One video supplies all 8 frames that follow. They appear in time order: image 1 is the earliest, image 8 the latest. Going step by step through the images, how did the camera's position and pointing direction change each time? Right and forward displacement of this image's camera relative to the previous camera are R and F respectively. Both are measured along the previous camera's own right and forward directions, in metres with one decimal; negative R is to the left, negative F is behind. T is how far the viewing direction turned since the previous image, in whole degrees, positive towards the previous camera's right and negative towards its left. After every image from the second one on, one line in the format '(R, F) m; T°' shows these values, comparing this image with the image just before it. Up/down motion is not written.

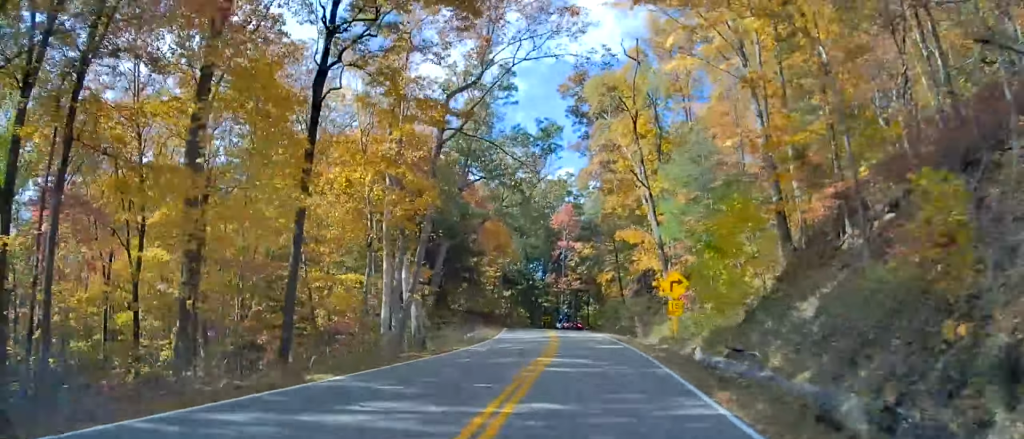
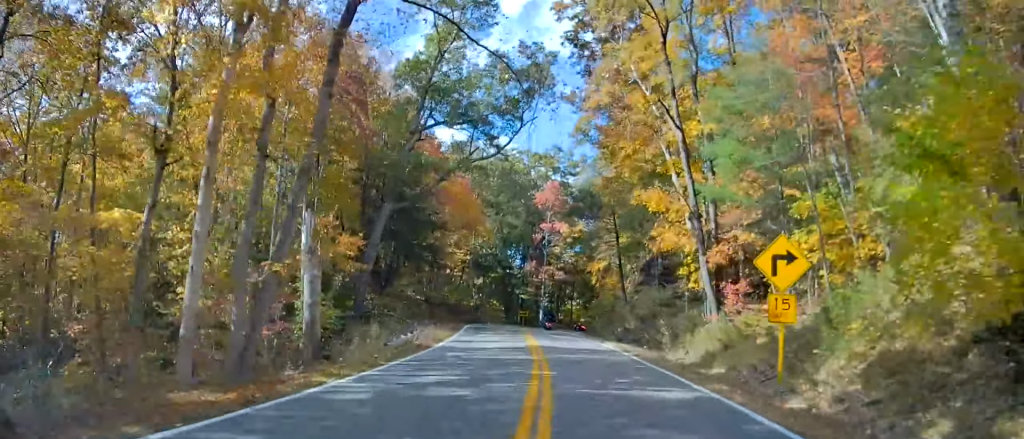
(+0.5, +13.8) m; +3°
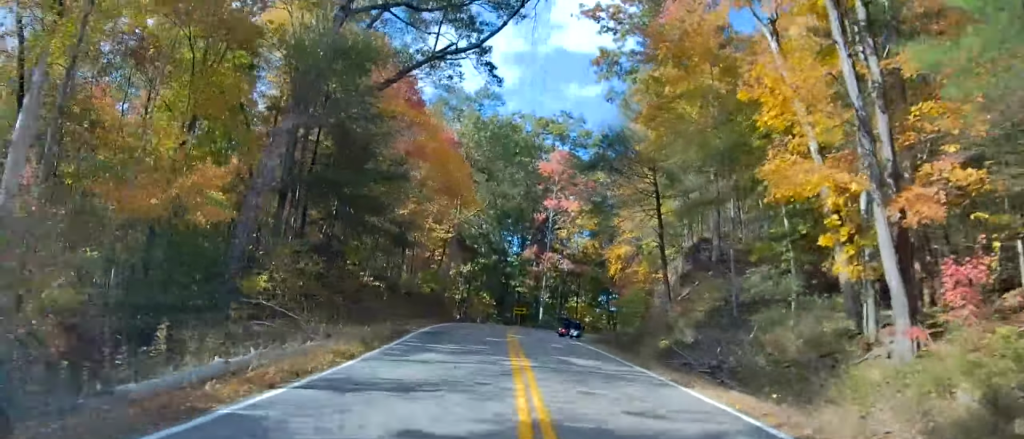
(+0.5, +14.9) m; +1°
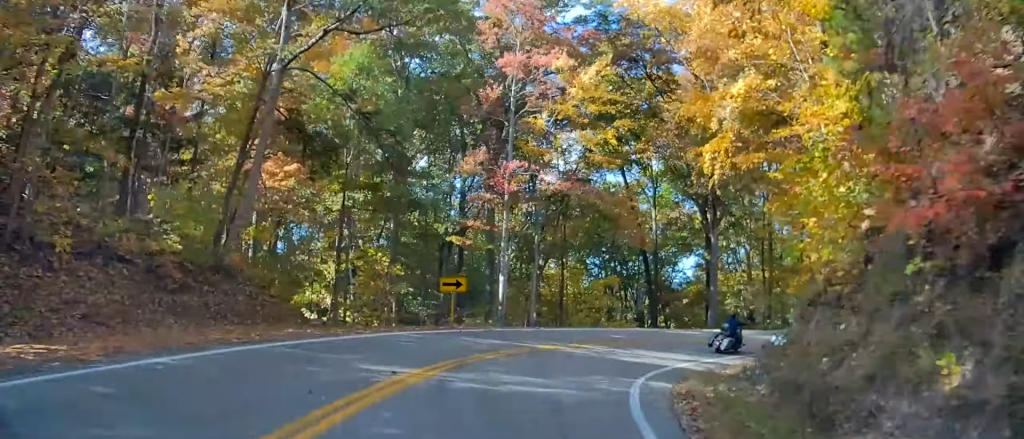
(+1.5, +32.7) m; +7°
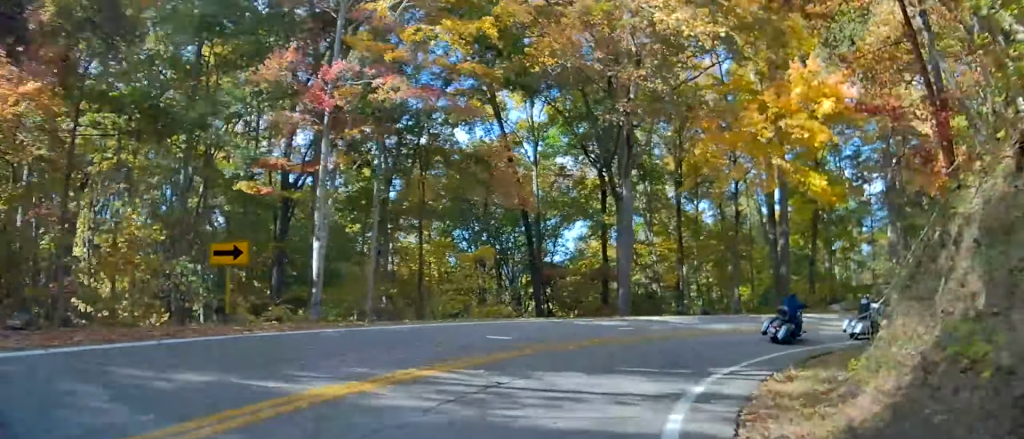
(+0.2, +11.5) m; +9°
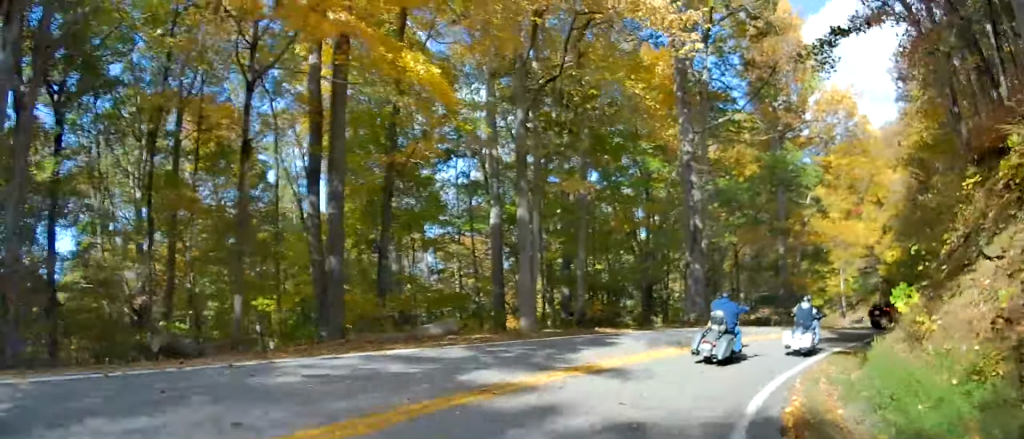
(+5.1, +18.0) m; +37°
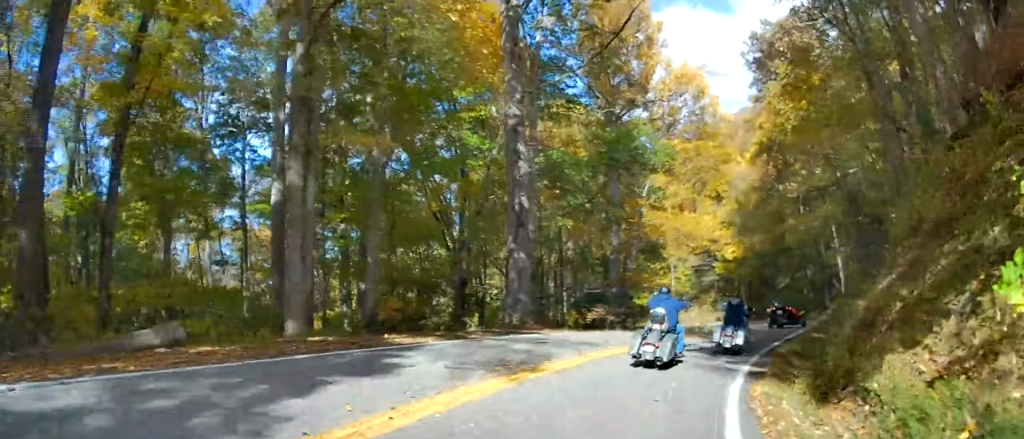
(+1.6, +7.0) m; +12°
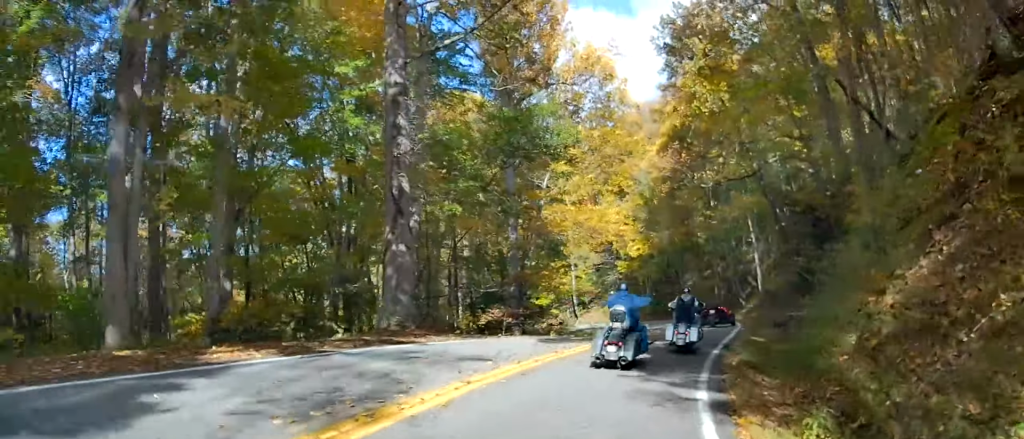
(+0.3, +4.8) m; +5°
